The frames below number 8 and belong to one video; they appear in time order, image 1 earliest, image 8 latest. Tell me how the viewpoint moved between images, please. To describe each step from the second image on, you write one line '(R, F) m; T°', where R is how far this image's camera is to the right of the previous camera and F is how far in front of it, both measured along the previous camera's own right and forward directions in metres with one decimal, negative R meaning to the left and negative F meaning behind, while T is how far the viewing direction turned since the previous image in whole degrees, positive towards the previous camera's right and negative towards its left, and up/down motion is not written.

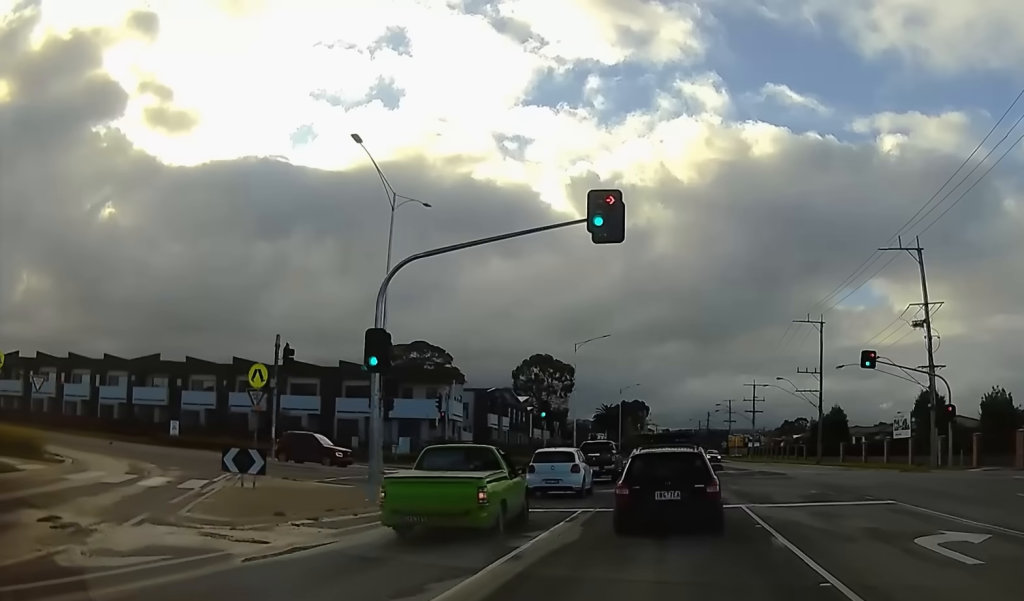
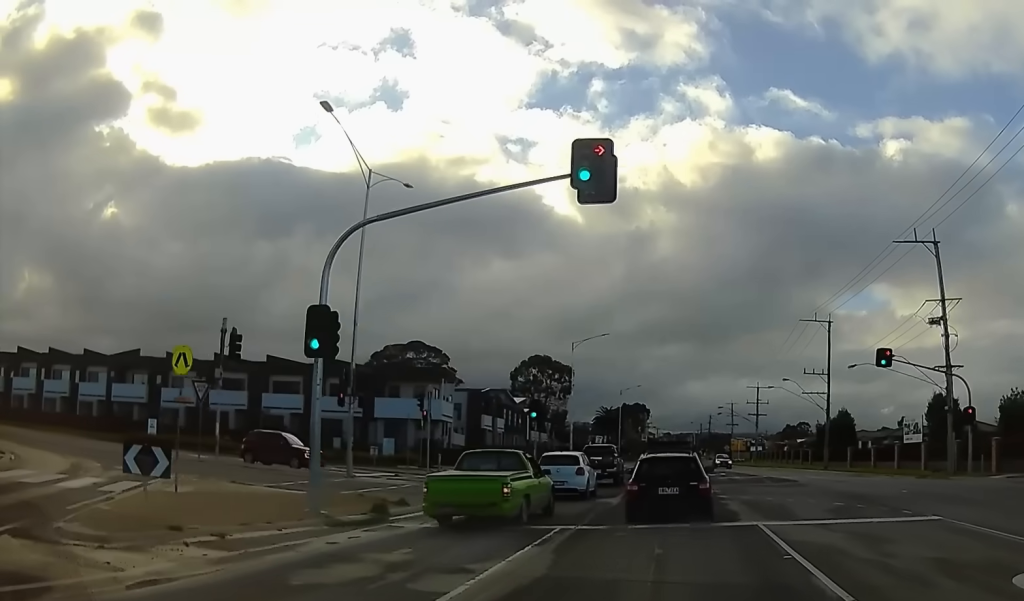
(0.0, +2.8) m; +2°
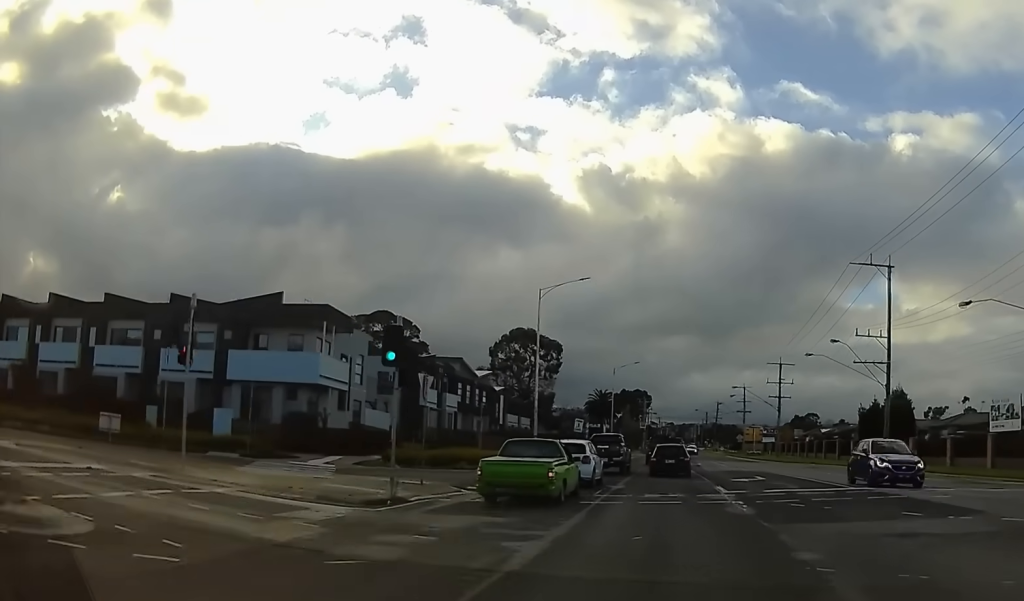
(+1.9, +19.2) m; +9°
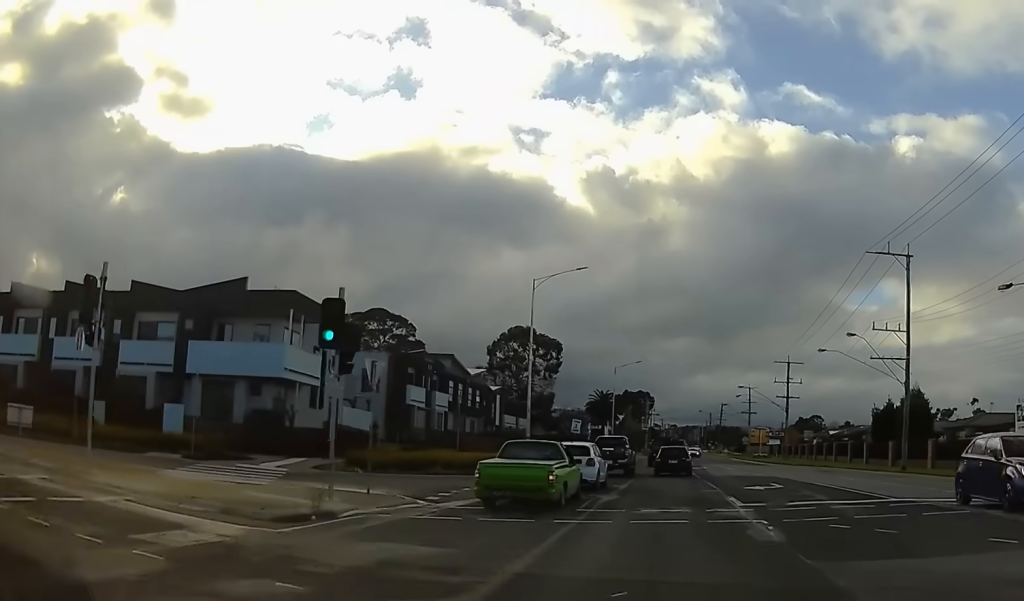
(-0.6, +4.1) m; +2°
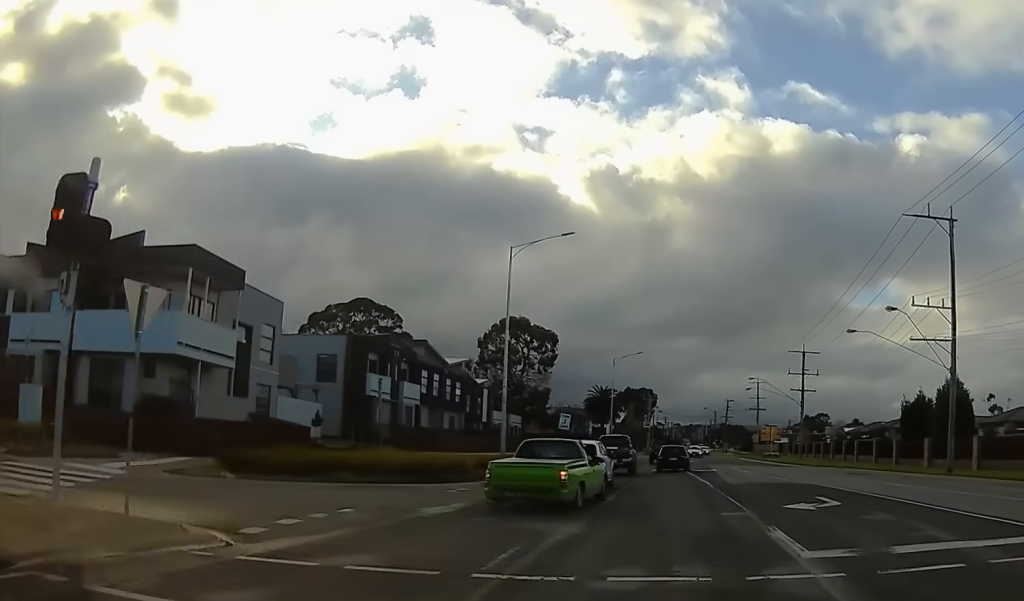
(+1.8, +8.4) m; 0°
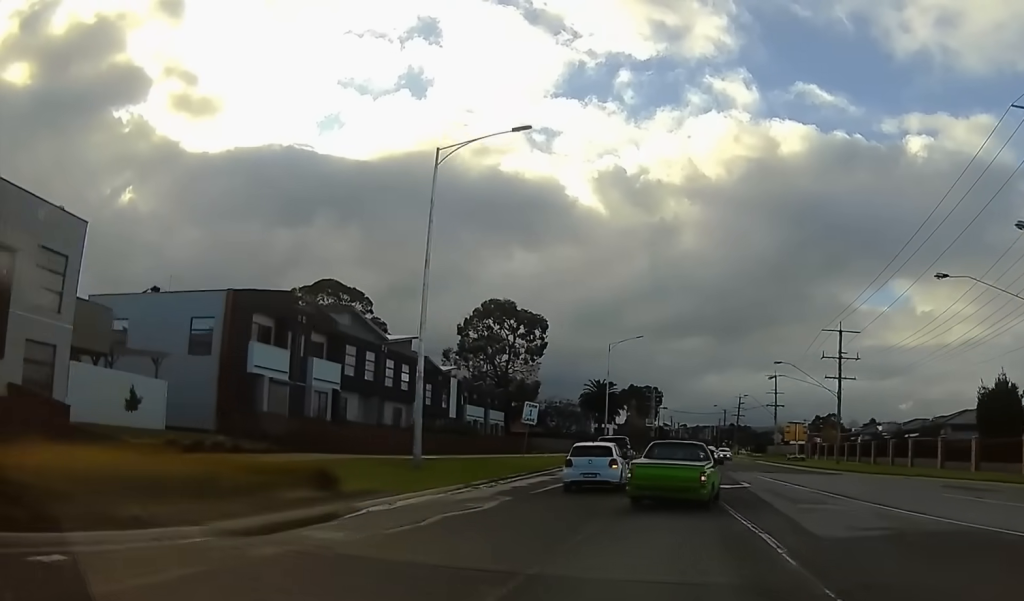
(-2.1, +15.5) m; -8°
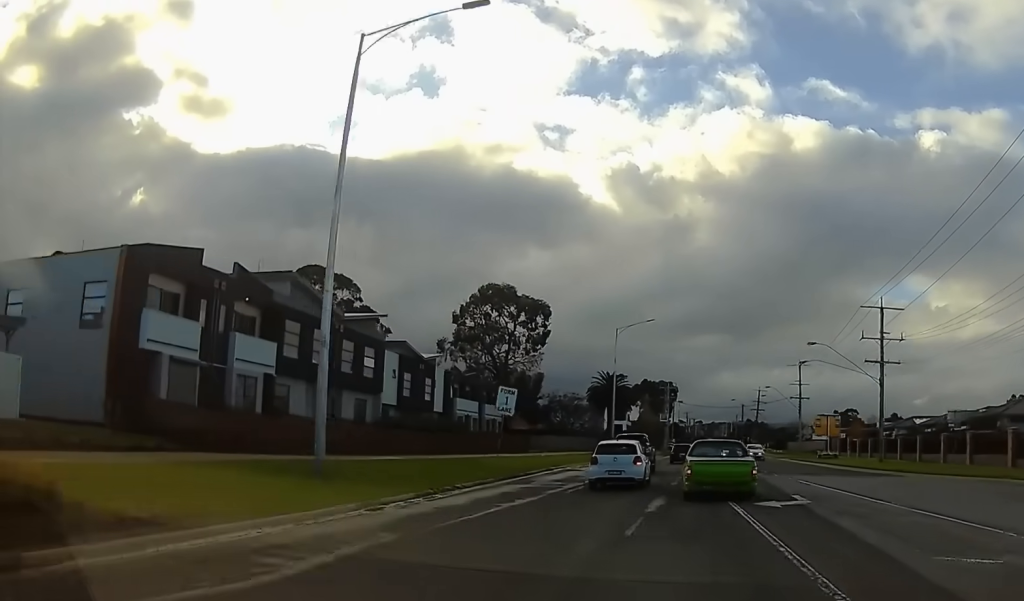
(+0.3, +9.0) m; +2°
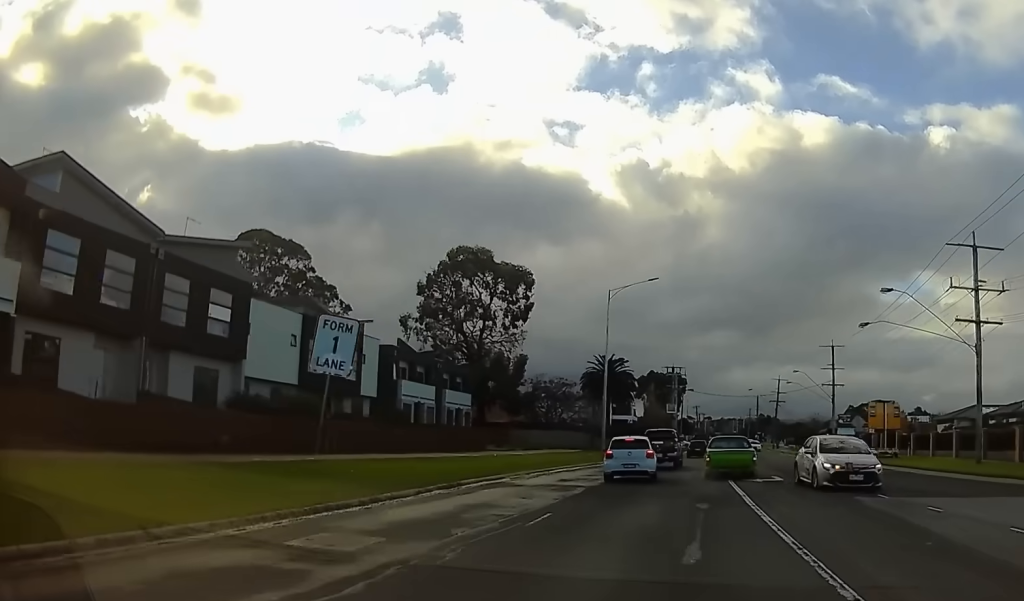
(+0.2, +17.8) m; +1°
